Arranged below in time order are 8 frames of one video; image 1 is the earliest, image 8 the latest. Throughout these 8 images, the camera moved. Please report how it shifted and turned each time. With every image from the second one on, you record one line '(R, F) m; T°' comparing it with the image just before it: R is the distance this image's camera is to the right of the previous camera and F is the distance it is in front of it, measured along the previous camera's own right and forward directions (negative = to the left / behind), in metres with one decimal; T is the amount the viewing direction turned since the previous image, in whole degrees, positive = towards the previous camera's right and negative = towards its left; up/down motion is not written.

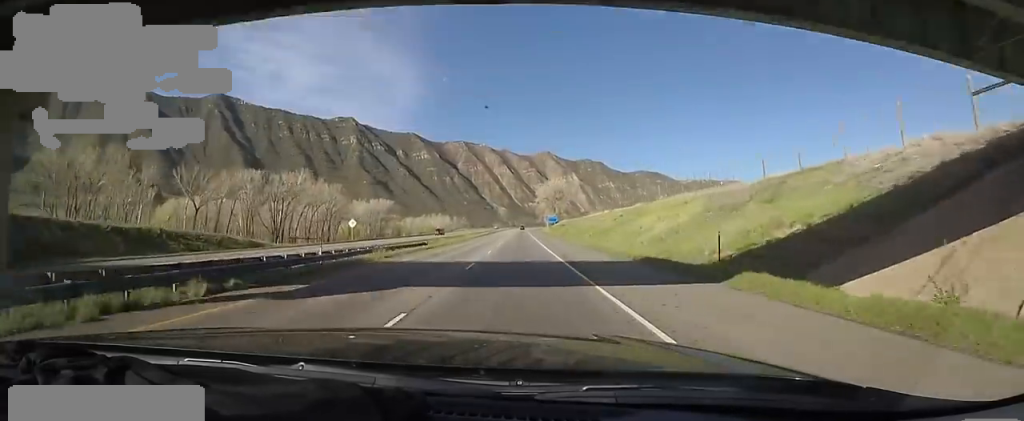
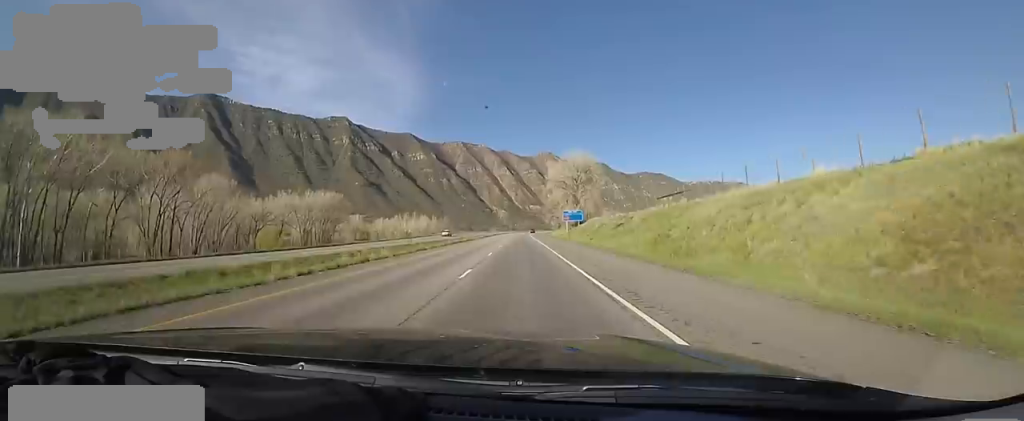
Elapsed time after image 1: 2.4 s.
(+1.9, +74.2) m; -1°
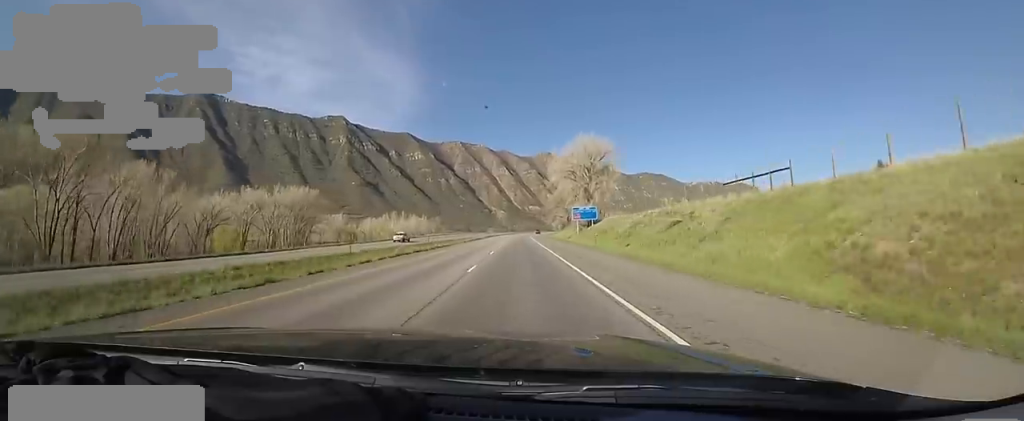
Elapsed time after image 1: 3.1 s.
(-0.6, +21.6) m; +1°
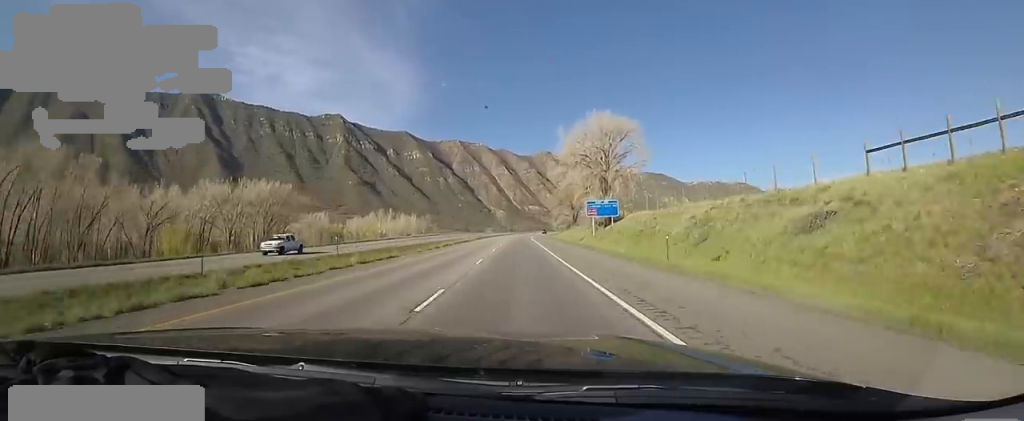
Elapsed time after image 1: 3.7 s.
(+0.1, +19.6) m; +1°
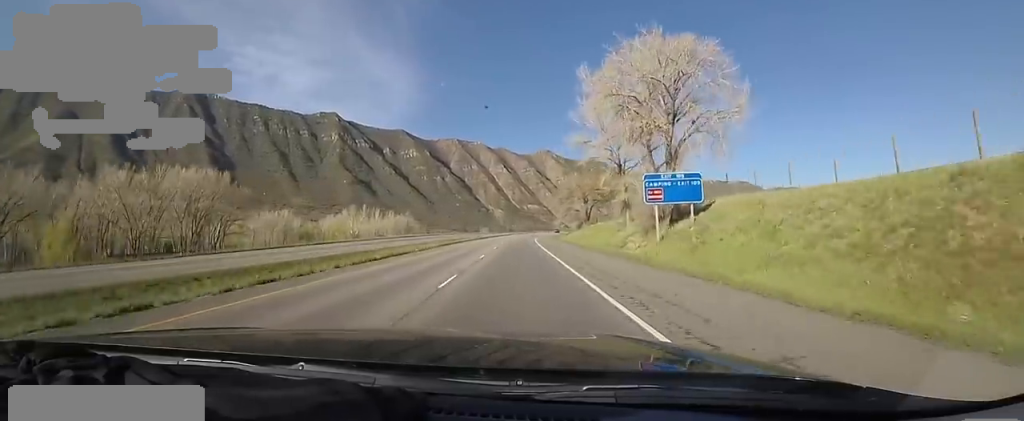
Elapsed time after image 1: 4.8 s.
(+1.0, +32.1) m; 0°
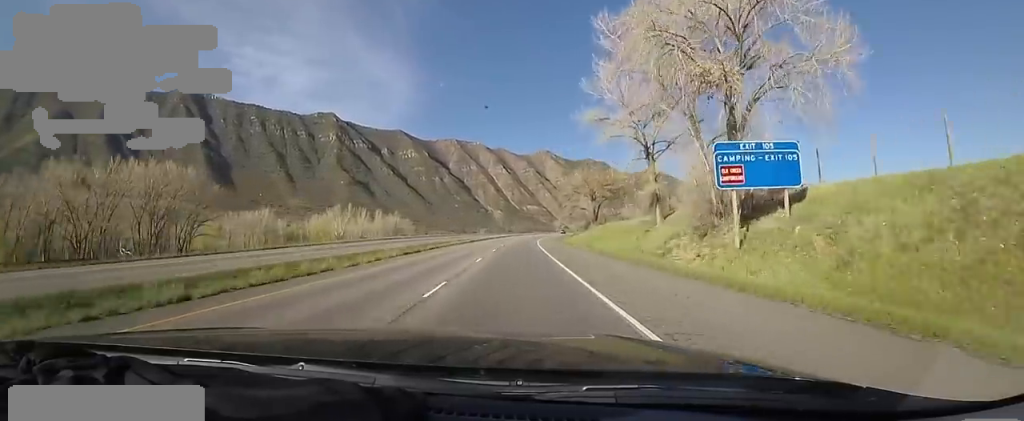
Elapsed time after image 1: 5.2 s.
(-0.3, +13.5) m; -1°
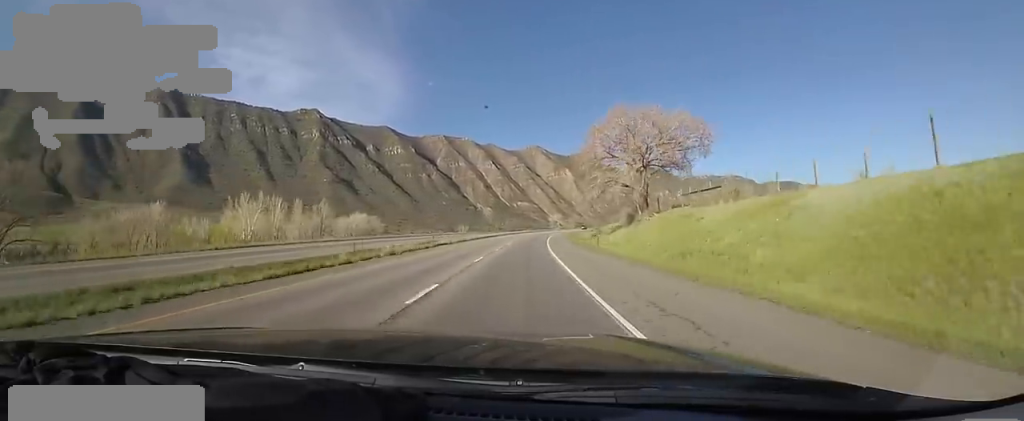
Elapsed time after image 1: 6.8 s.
(+0.2, +48.9) m; +2°
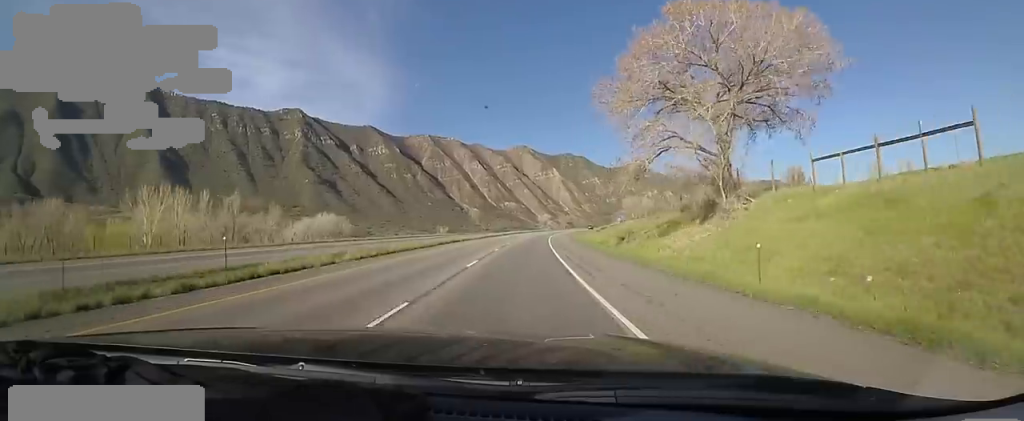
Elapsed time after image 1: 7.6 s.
(+0.7, +26.9) m; +2°
